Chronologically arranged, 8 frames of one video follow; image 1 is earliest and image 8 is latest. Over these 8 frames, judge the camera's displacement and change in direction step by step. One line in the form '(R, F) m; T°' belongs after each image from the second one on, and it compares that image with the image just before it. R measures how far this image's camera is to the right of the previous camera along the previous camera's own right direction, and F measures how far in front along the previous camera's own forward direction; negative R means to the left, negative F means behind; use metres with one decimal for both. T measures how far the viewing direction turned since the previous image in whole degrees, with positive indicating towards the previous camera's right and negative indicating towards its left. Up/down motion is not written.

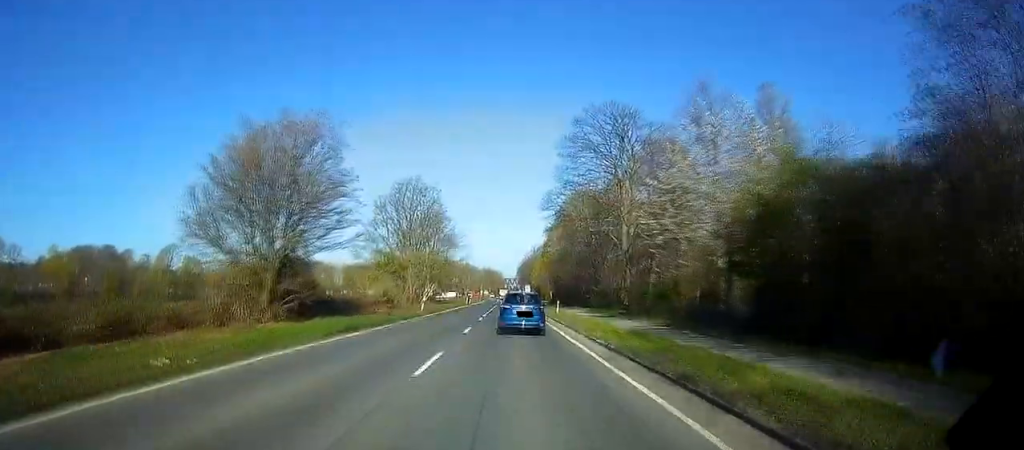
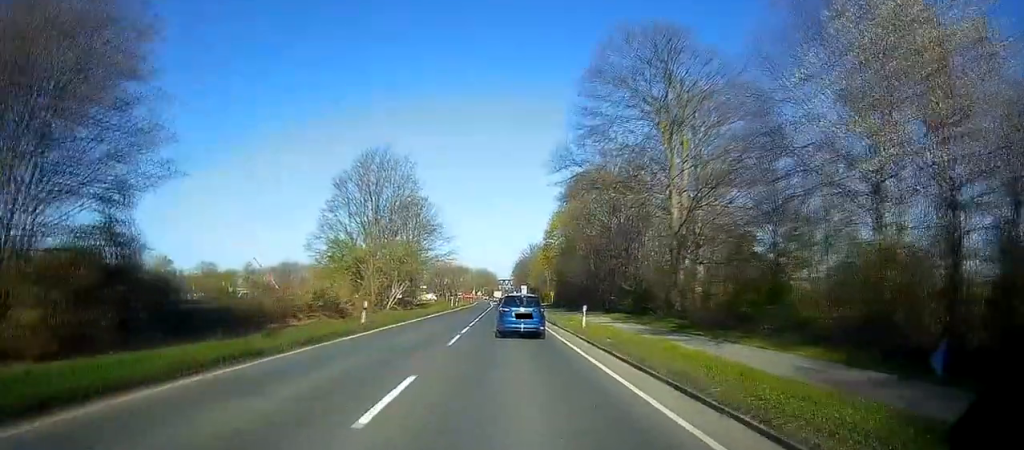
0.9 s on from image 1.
(0.0, +15.7) m; 0°
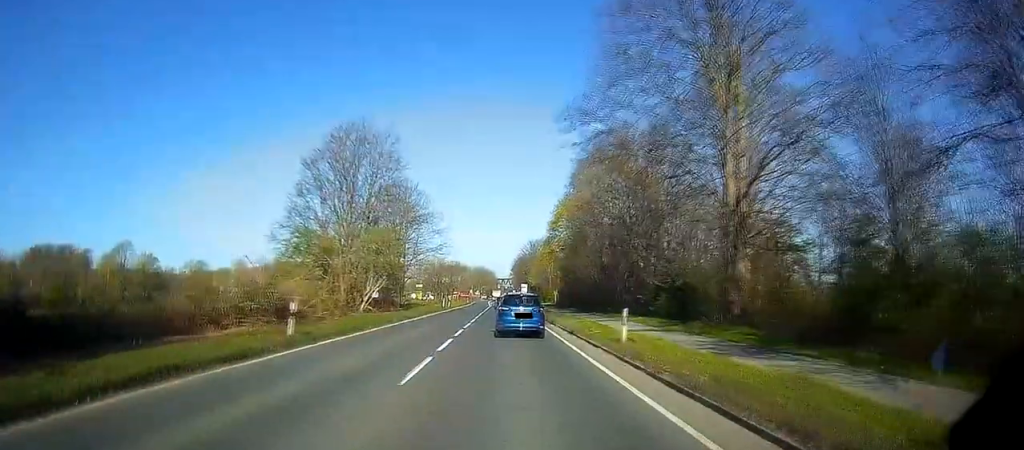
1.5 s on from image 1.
(0.0, +8.6) m; 0°
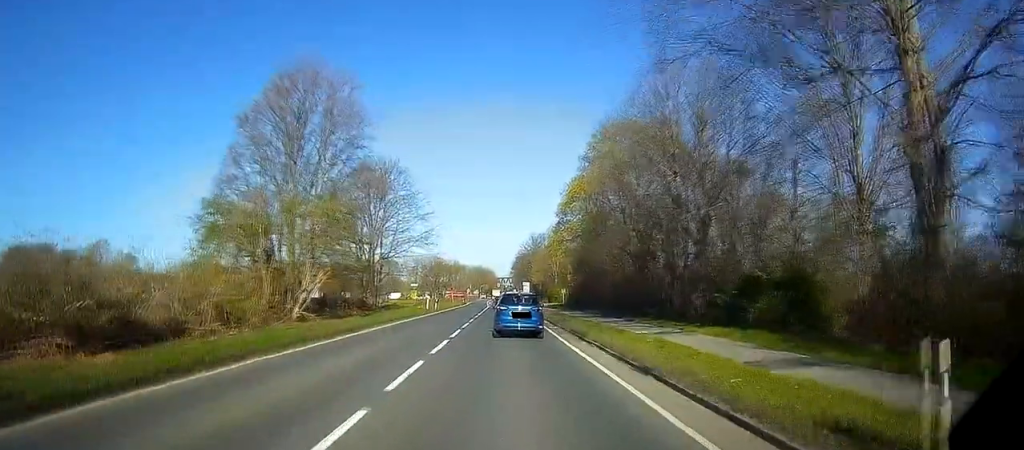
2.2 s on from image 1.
(0.0, +12.7) m; 0°
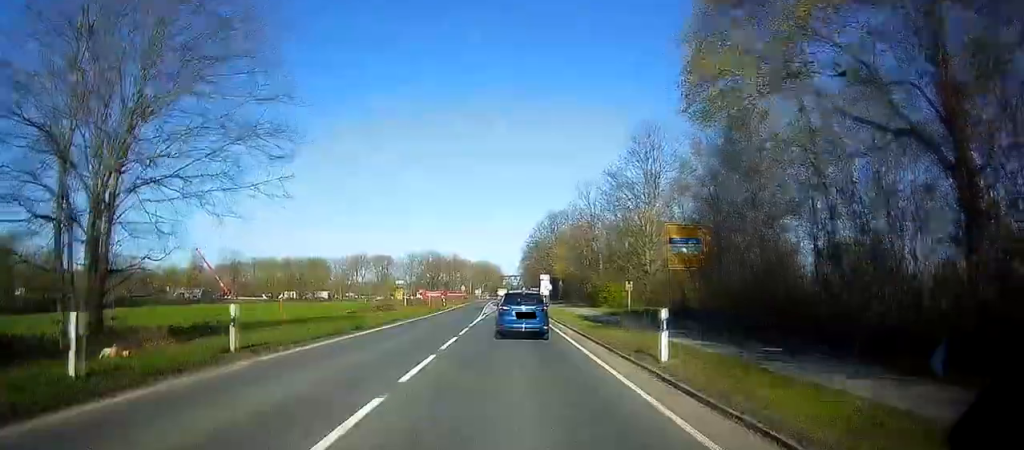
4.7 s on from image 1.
(0.0, +41.5) m; 0°
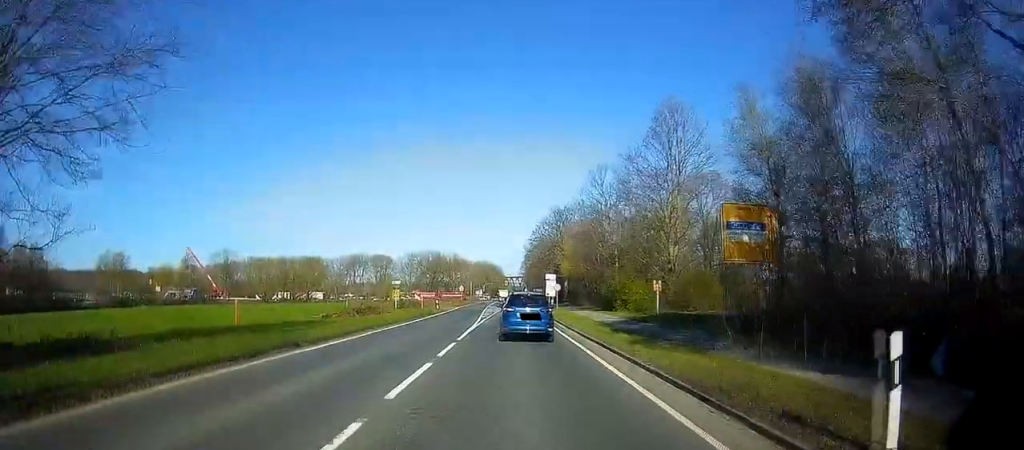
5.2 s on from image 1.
(0.0, +7.7) m; 0°
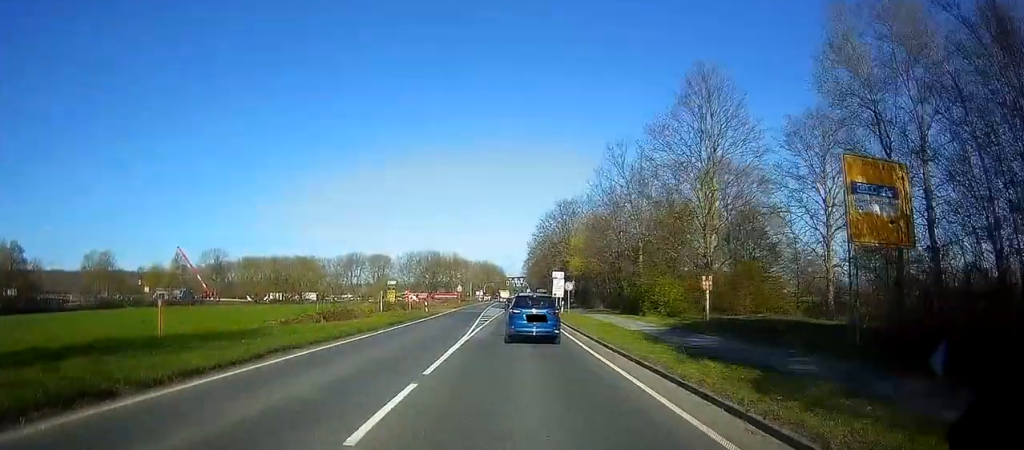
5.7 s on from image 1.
(0.0, +8.7) m; 0°
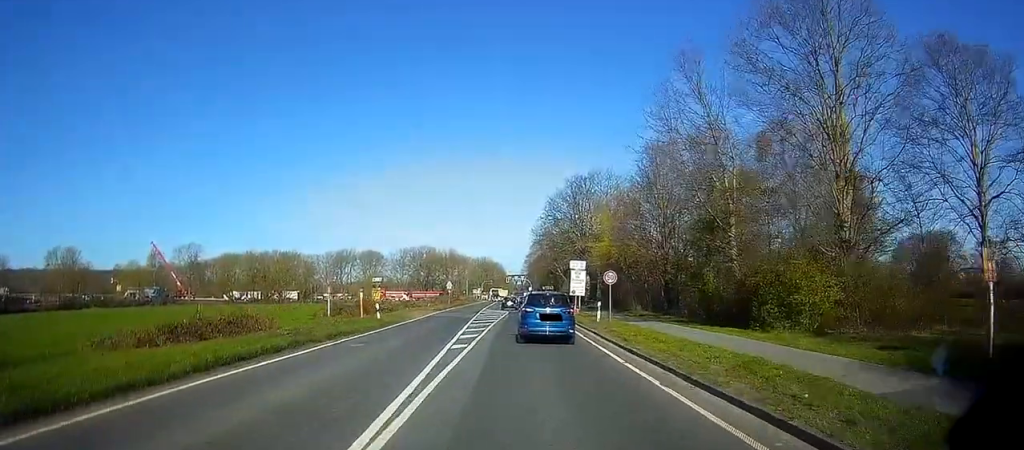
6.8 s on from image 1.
(+0.1, +17.9) m; 0°
